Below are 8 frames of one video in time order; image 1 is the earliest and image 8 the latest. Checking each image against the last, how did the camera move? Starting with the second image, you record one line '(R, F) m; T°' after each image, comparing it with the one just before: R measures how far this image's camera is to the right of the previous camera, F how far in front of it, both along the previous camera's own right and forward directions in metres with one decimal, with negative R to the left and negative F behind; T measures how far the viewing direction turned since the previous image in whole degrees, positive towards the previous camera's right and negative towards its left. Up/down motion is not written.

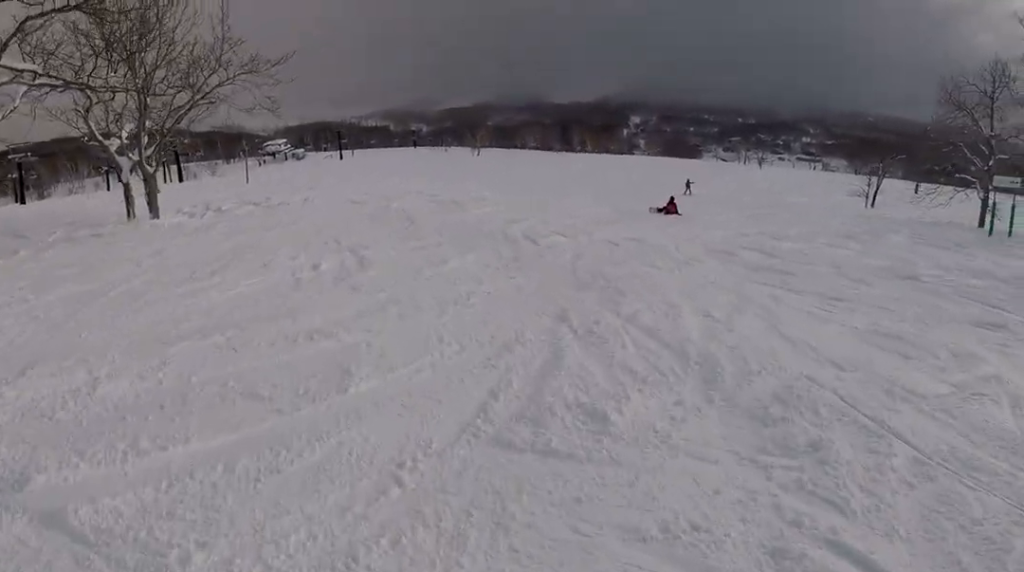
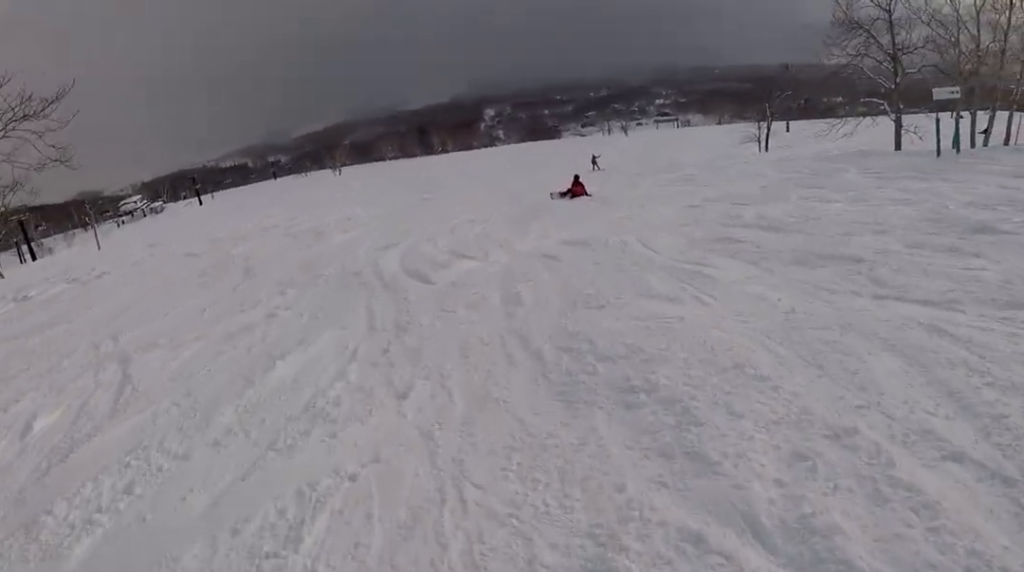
(+0.2, +5.6) m; +4°
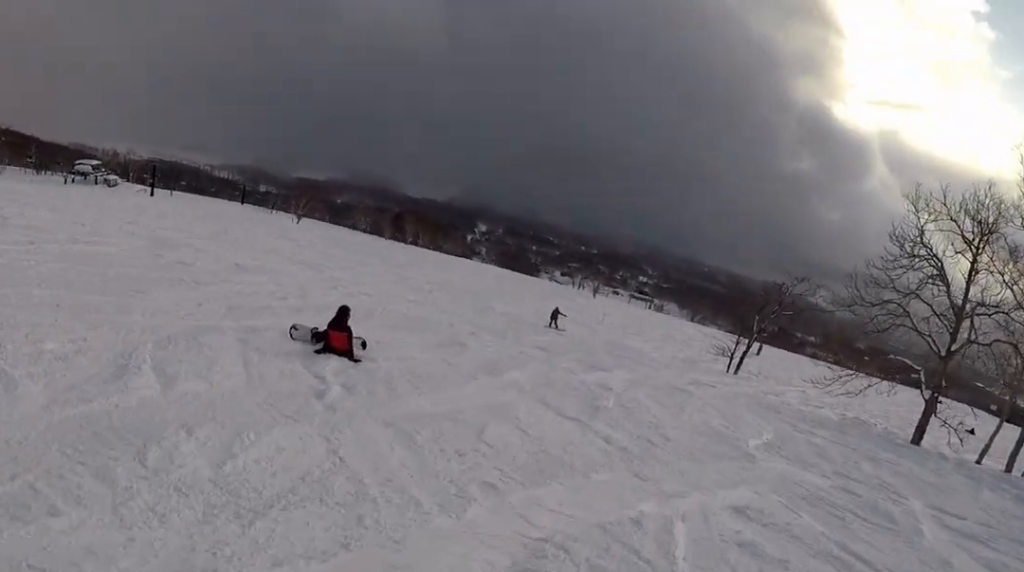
(+0.9, +13.0) m; +4°
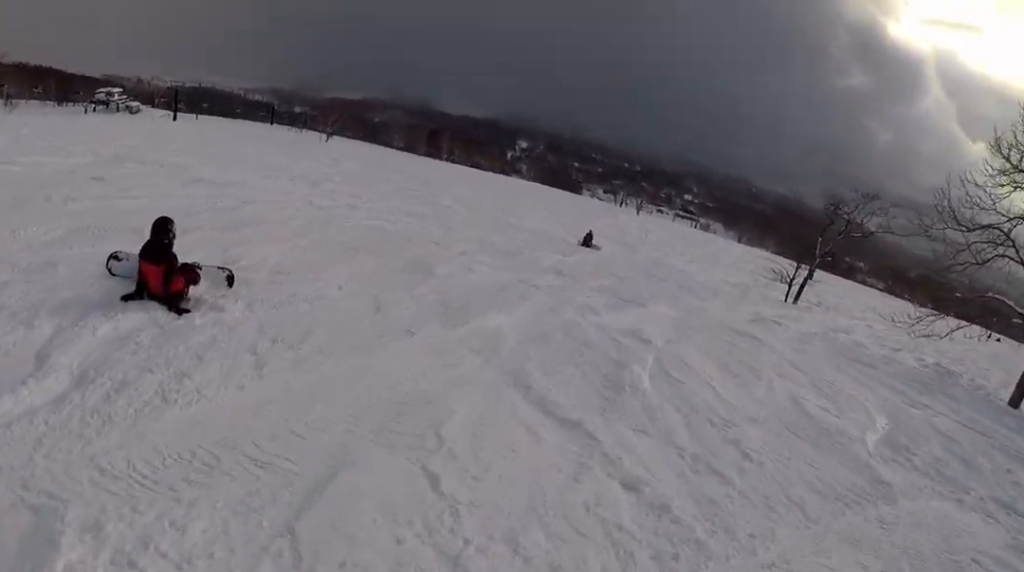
(0.0, +4.4) m; -5°
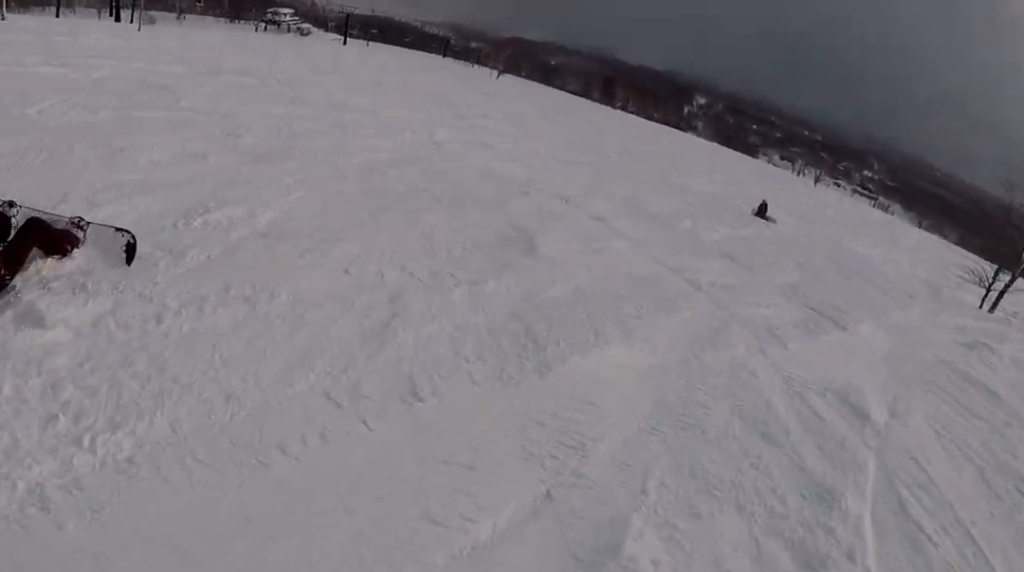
(+0.3, +3.3) m; -5°
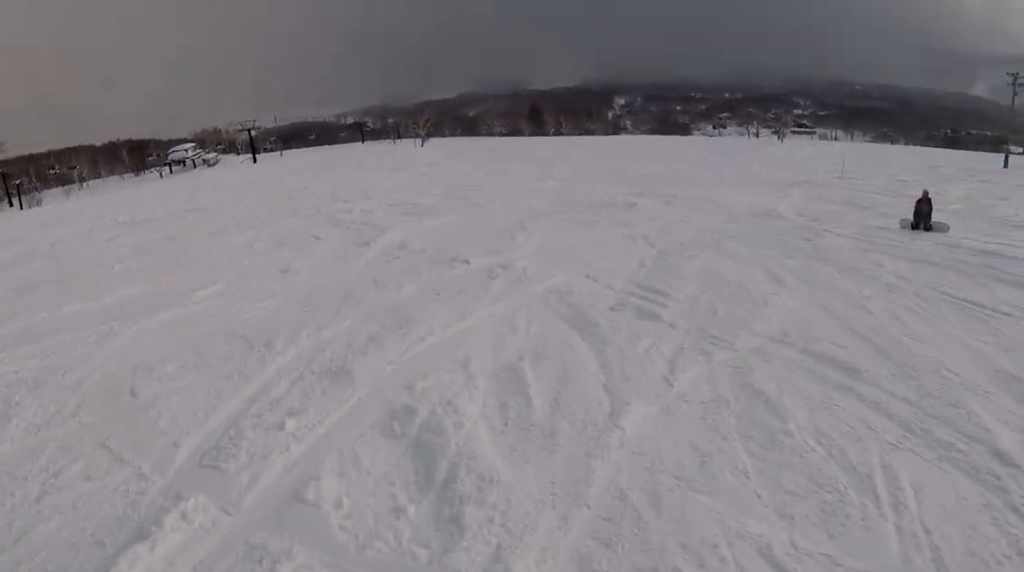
(-2.2, +14.4) m; -2°
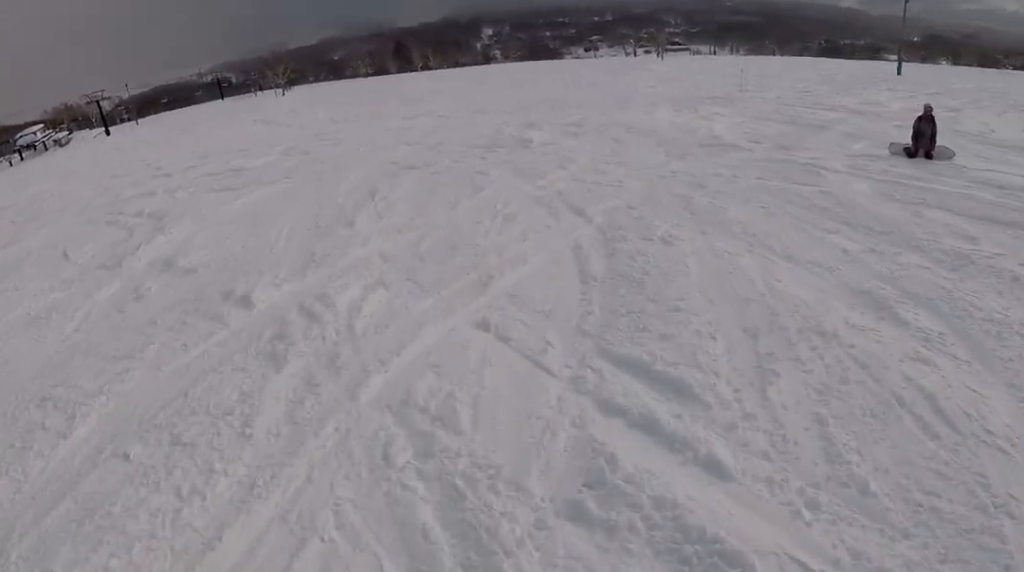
(+0.2, +4.9) m; +6°
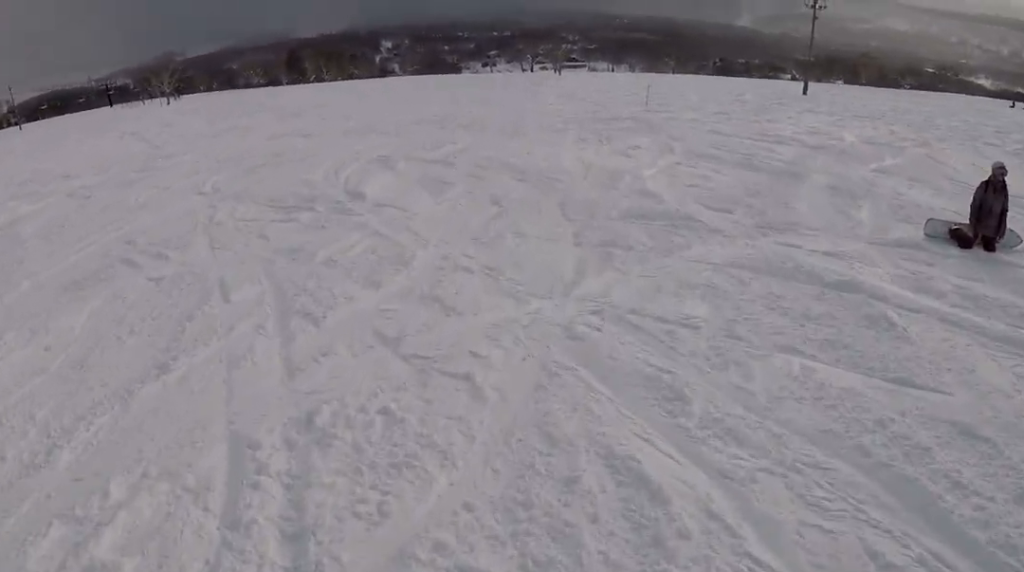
(+0.7, +5.7) m; +4°
